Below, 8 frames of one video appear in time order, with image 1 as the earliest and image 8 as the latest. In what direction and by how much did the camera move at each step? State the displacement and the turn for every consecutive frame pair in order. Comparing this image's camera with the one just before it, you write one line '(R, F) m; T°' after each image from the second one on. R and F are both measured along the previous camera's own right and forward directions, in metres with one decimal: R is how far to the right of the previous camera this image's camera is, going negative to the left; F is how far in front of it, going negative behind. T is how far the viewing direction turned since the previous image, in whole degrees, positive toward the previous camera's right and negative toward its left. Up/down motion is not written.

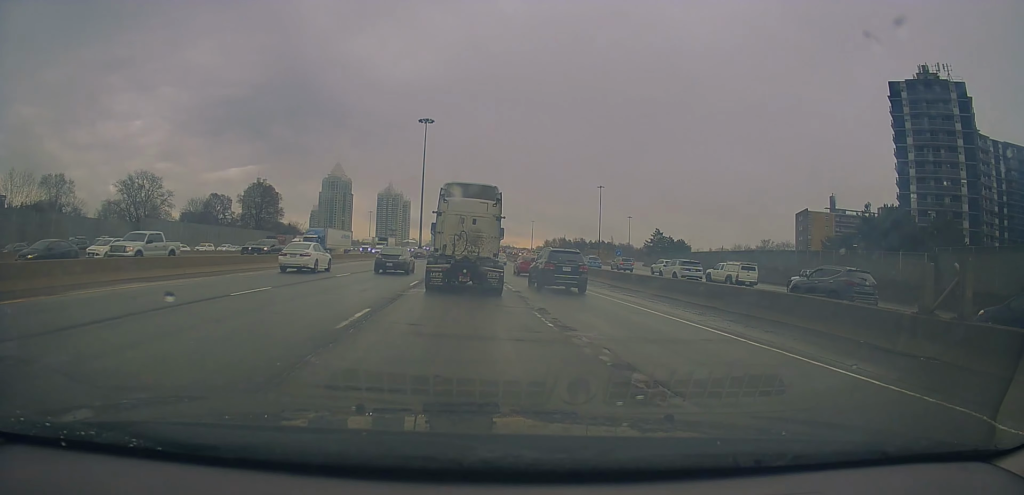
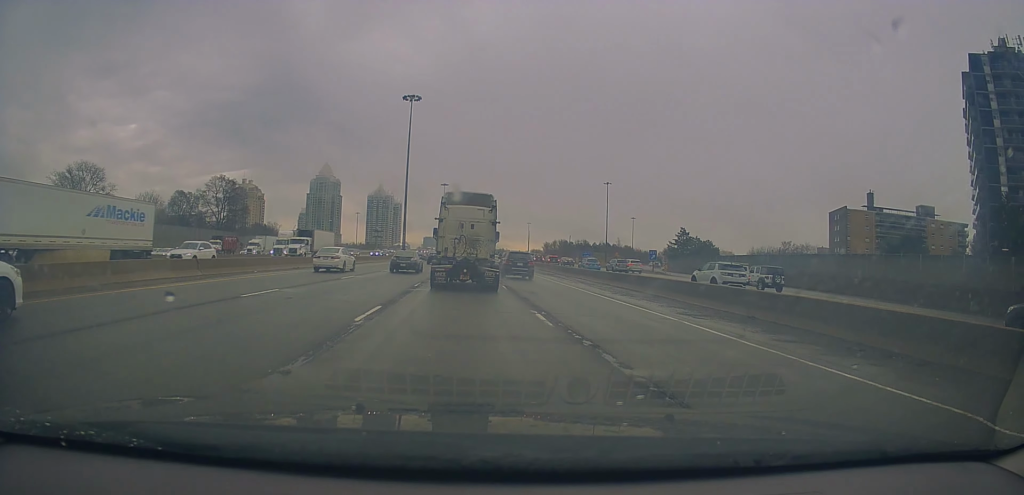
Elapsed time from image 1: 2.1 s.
(-0.7, +22.7) m; -2°
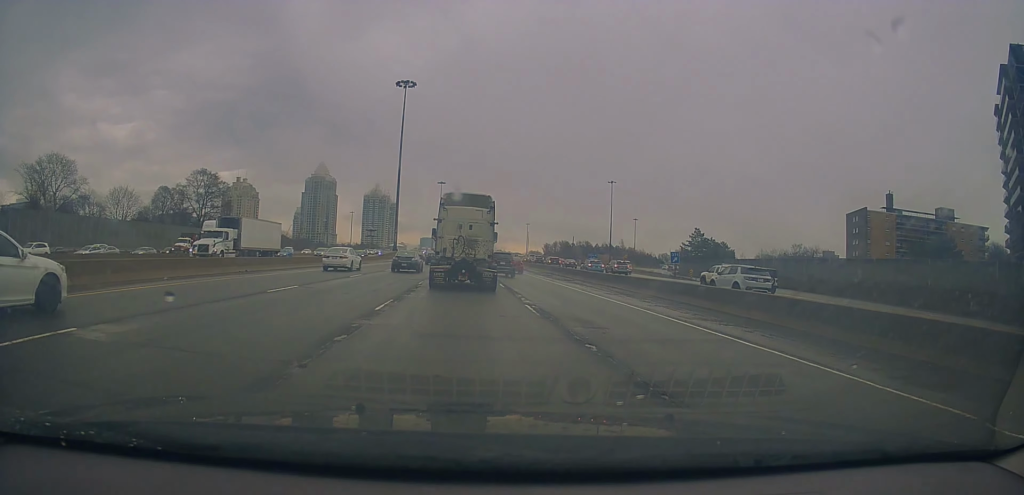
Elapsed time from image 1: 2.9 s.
(+0.6, +9.4) m; +3°
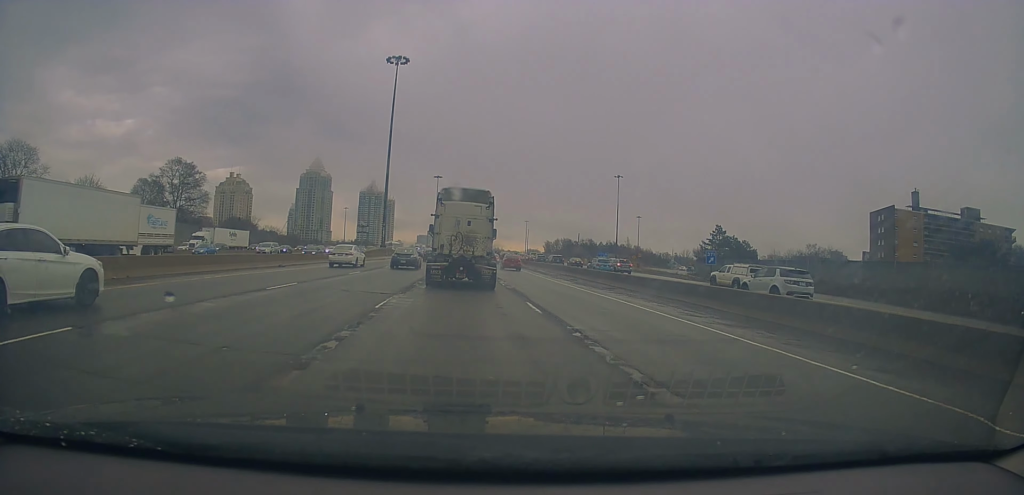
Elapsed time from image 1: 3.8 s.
(+0.1, +11.5) m; 0°
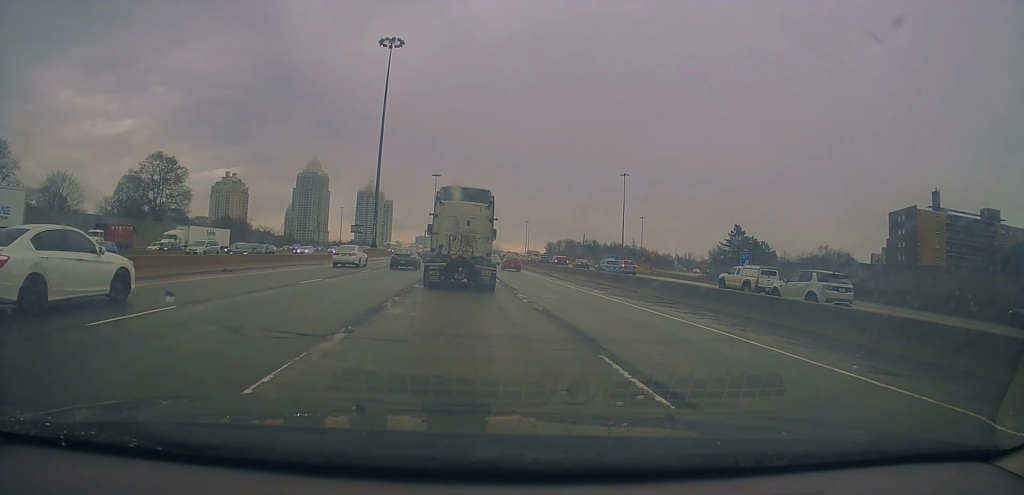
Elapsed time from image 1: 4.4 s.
(0.0, +8.6) m; 0°
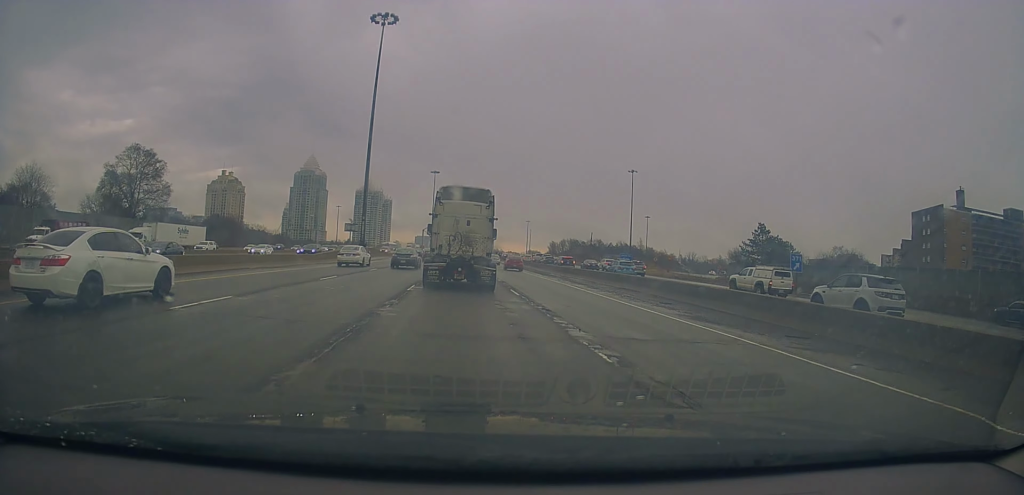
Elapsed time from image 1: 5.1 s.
(0.0, +8.9) m; 0°
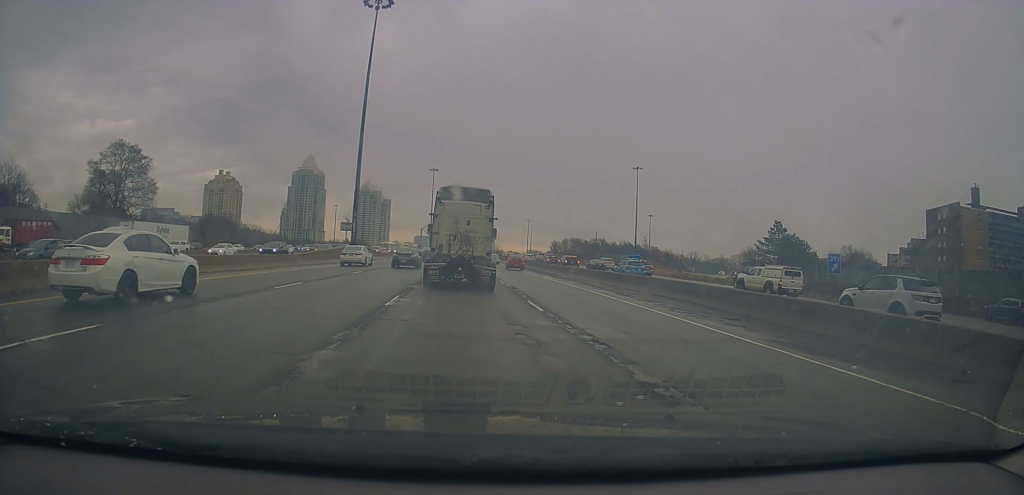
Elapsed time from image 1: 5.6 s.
(0.0, +5.9) m; -1°
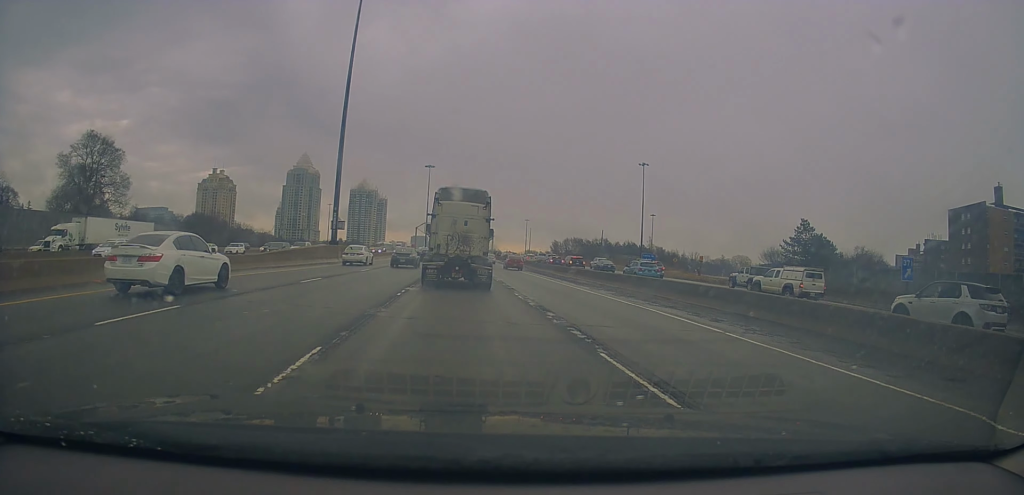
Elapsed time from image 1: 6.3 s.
(0.0, +8.9) m; 0°
